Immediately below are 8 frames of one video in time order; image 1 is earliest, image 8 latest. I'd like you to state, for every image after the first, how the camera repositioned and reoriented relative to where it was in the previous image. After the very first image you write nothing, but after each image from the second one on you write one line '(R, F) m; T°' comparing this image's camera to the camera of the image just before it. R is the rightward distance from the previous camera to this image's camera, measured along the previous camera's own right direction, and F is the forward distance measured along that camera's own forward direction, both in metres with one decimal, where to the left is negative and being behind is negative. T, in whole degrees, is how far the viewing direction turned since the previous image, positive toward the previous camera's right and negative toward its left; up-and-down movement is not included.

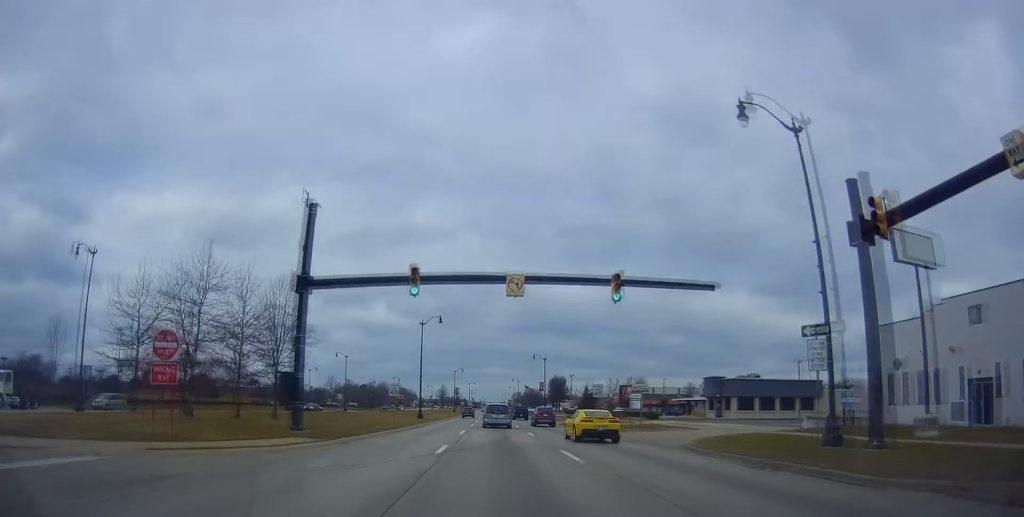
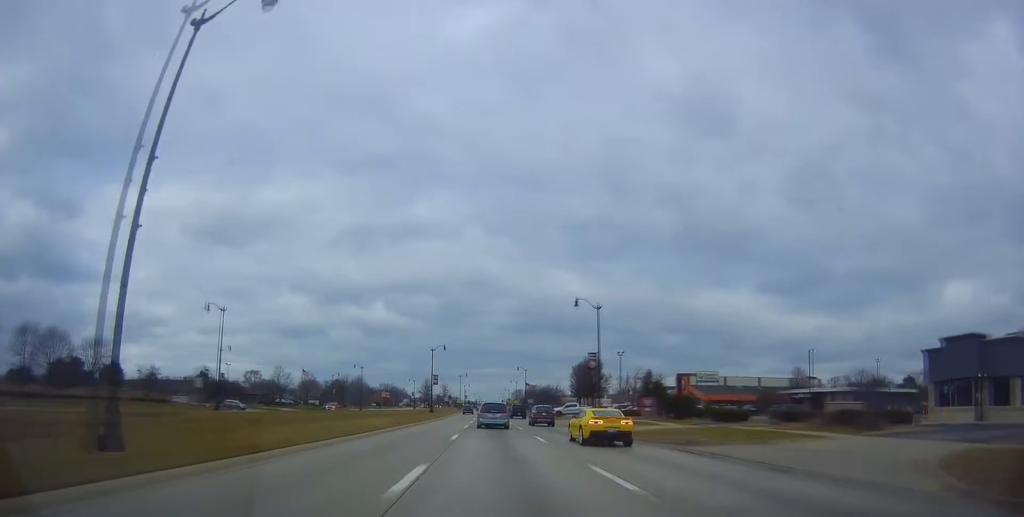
(-1.1, +52.4) m; -1°
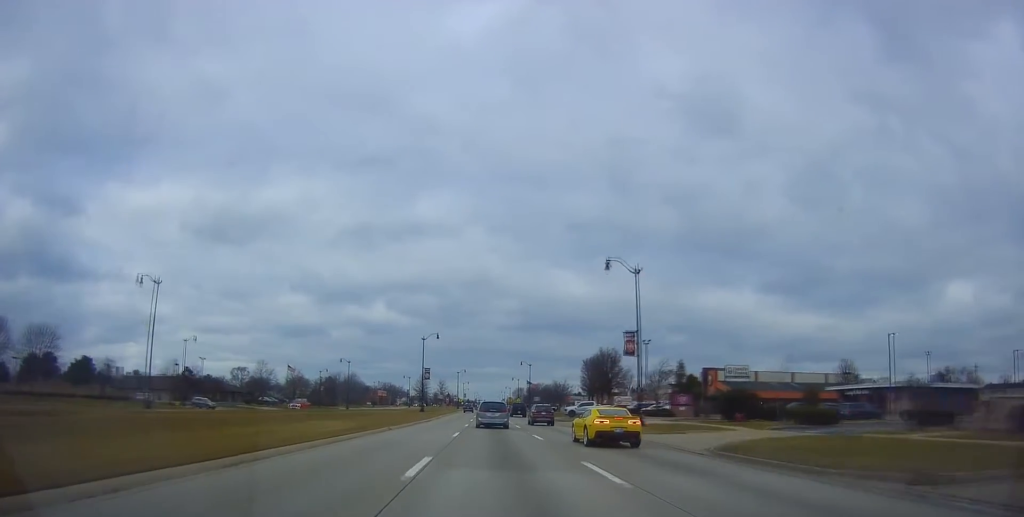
(+0.2, +13.6) m; 0°
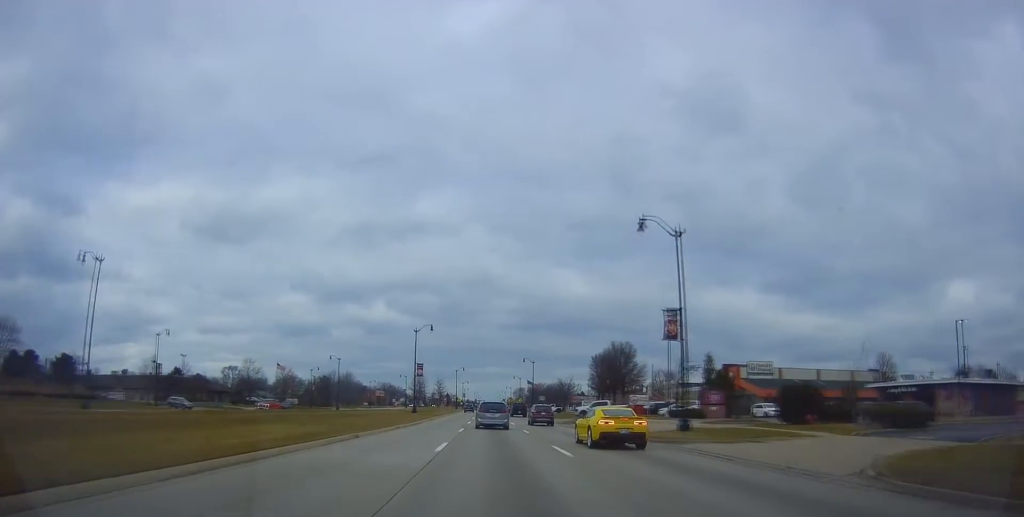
(+0.2, +8.8) m; 0°
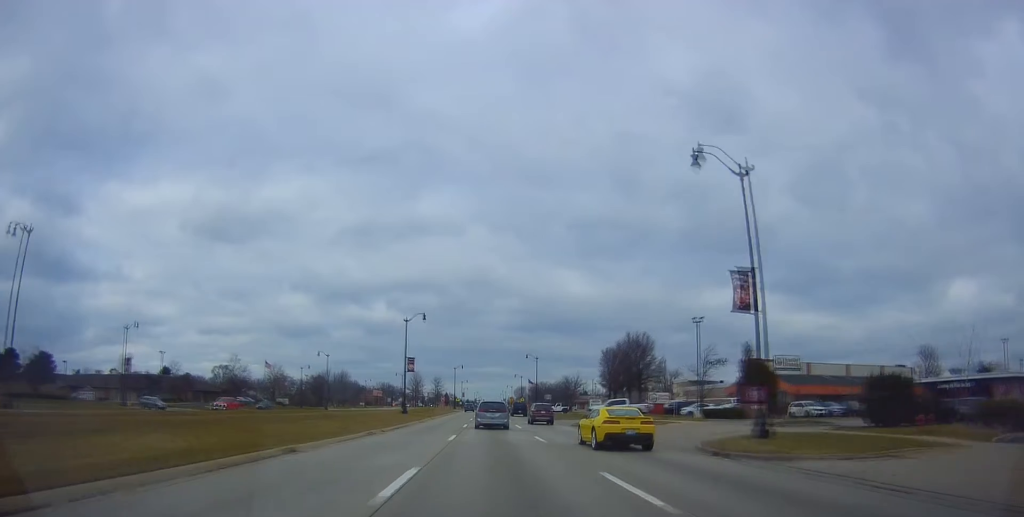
(-0.1, +8.8) m; 0°
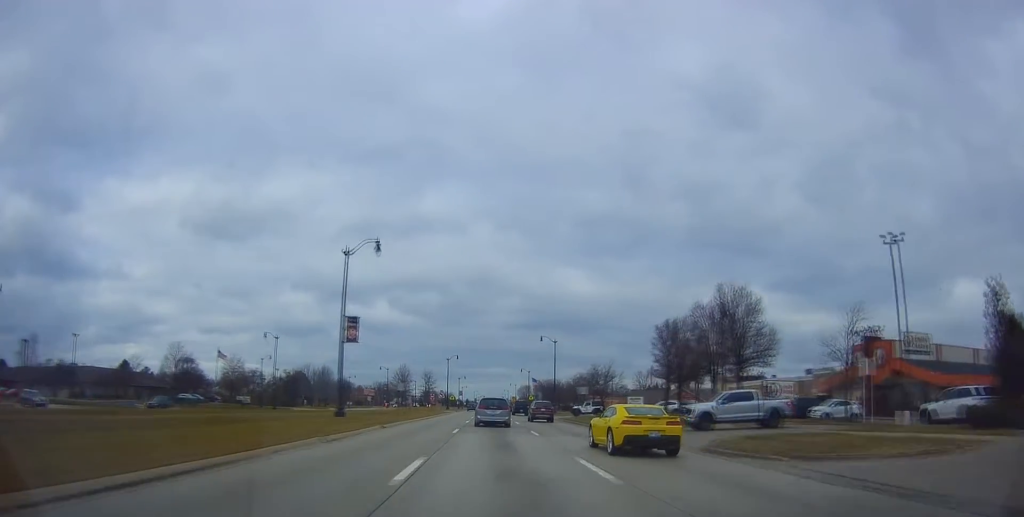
(-0.1, +28.4) m; 0°
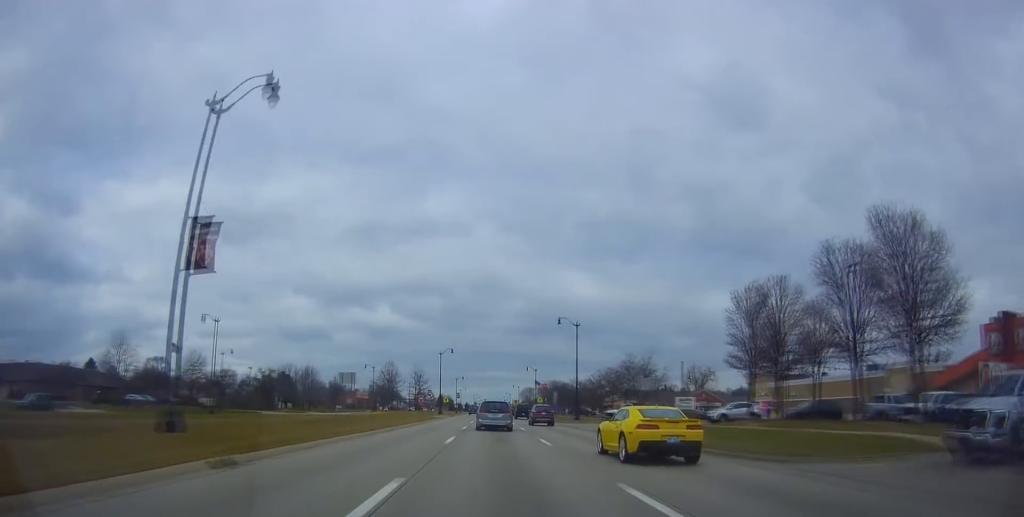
(-0.3, +19.8) m; 0°
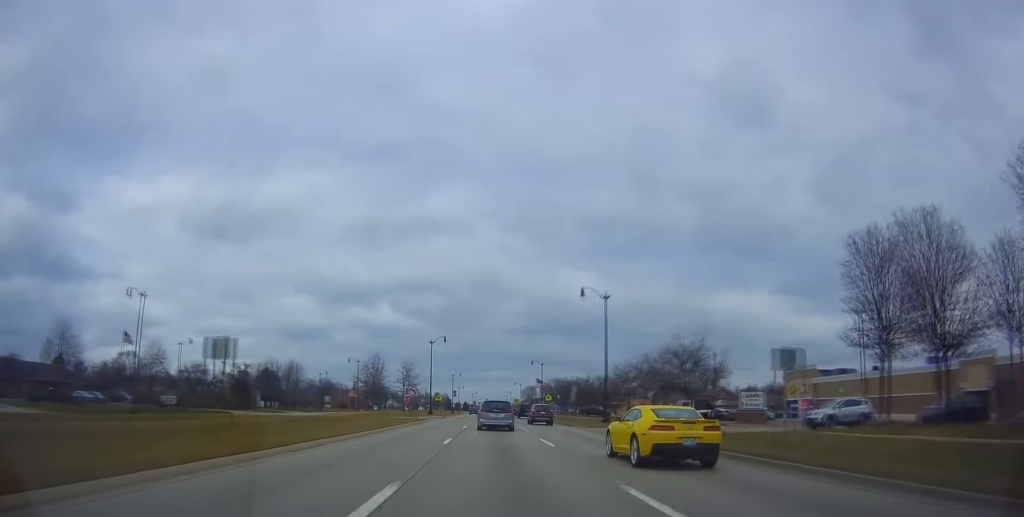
(+0.2, +15.5) m; +1°
